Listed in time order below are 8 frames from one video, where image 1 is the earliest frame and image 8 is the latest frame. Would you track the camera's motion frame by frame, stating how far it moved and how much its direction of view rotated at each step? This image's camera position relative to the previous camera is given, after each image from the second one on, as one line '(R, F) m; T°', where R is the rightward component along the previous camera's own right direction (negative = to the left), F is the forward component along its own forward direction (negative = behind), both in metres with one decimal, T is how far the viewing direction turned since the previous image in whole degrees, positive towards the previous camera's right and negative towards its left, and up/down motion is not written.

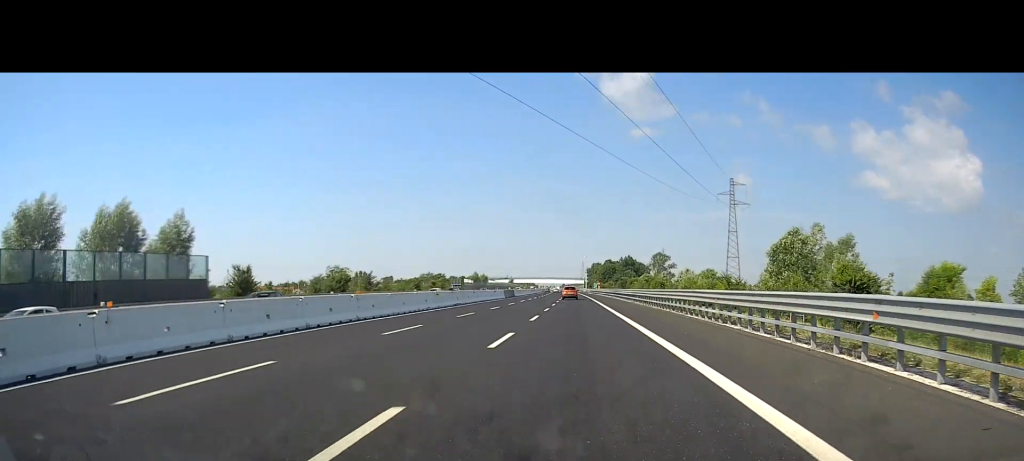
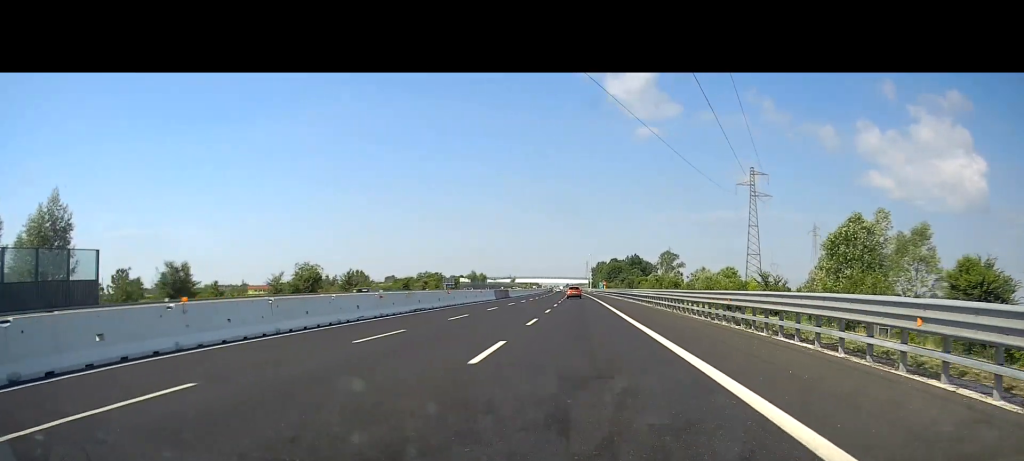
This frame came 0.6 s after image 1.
(+0.1, +14.8) m; -1°
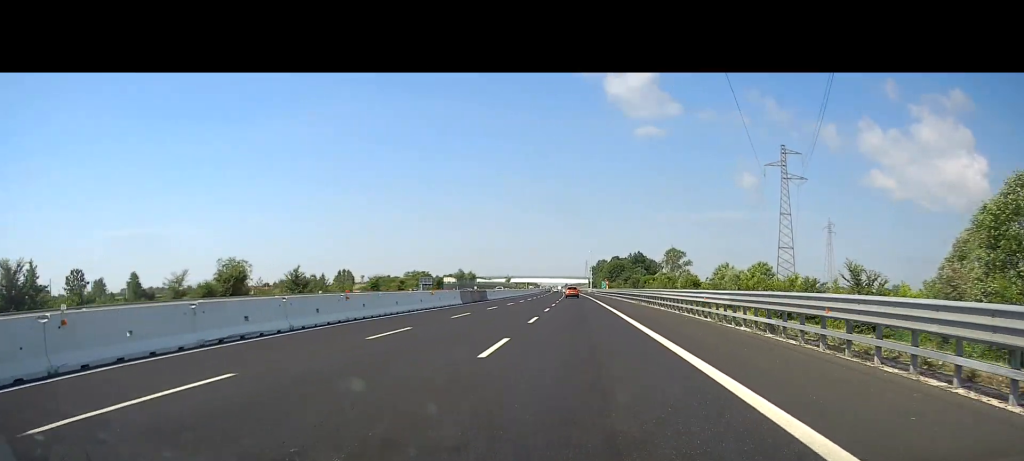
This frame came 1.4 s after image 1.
(-0.4, +22.6) m; 0°
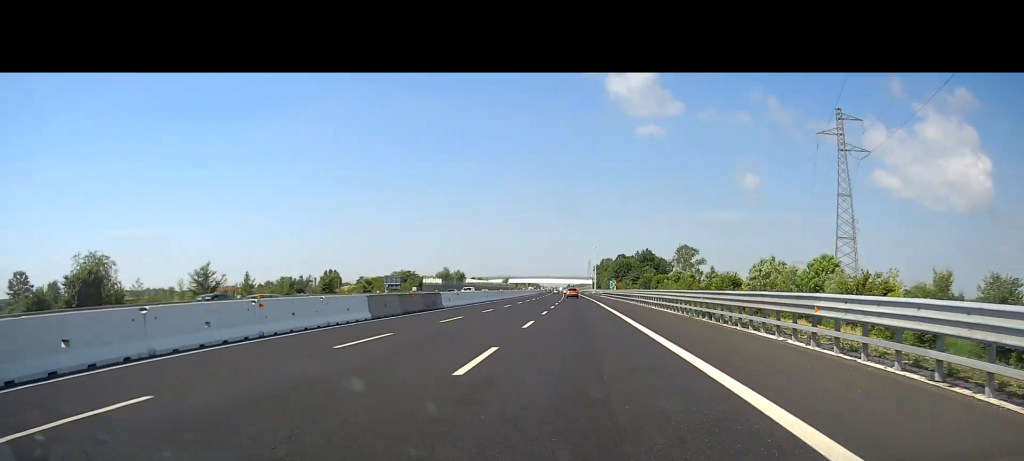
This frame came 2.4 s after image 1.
(+0.2, +26.2) m; 0°
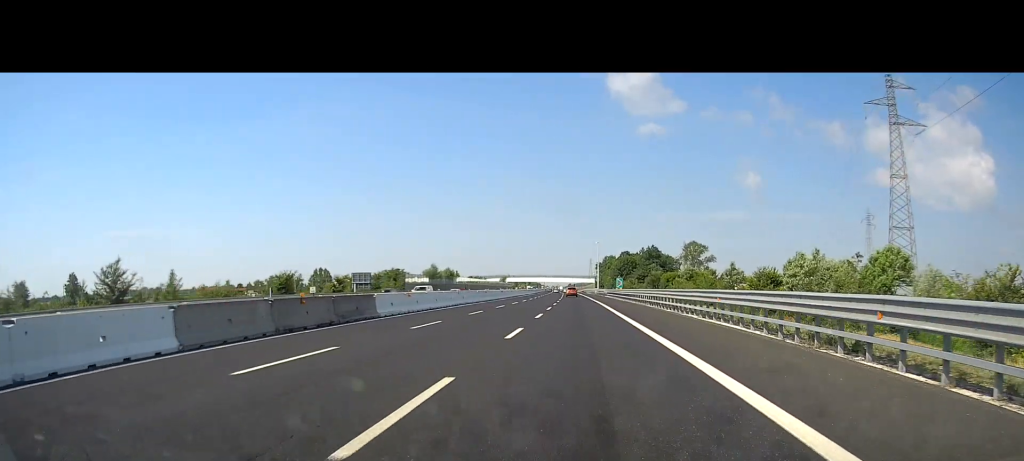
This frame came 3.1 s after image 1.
(0.0, +16.6) m; 0°
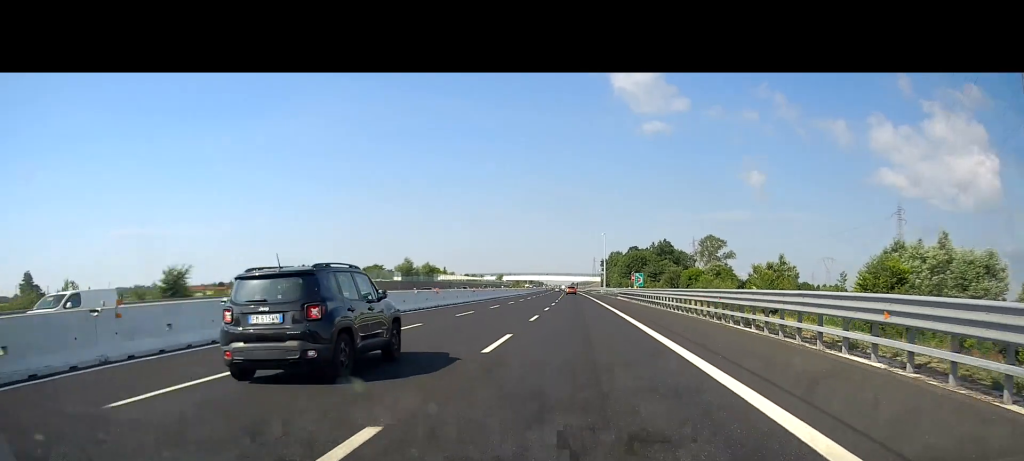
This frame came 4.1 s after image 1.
(-0.2, +27.2) m; 0°
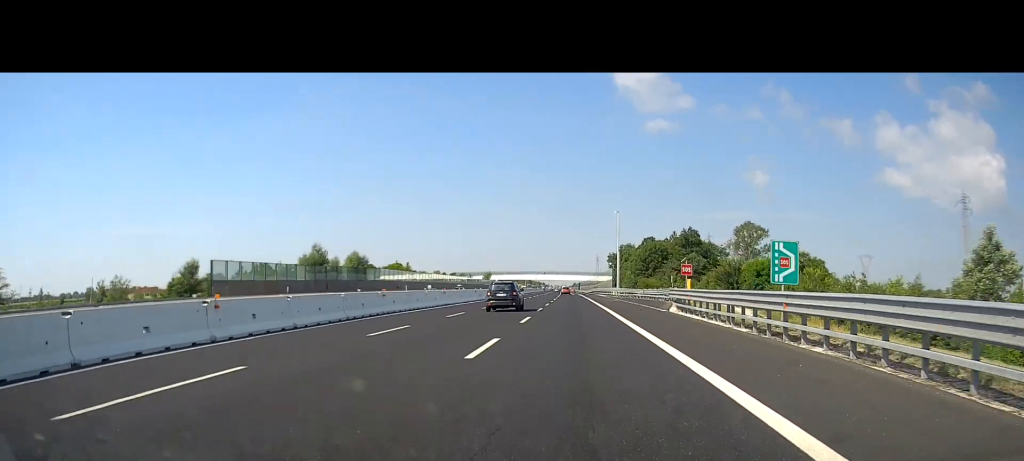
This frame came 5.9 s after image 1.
(-0.2, +48.4) m; 0°
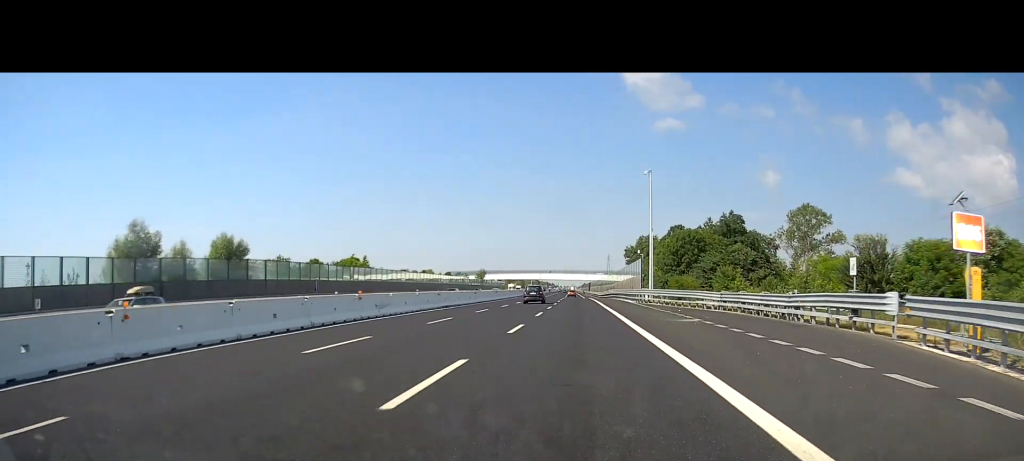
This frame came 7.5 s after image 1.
(-0.1, +40.3) m; 0°
